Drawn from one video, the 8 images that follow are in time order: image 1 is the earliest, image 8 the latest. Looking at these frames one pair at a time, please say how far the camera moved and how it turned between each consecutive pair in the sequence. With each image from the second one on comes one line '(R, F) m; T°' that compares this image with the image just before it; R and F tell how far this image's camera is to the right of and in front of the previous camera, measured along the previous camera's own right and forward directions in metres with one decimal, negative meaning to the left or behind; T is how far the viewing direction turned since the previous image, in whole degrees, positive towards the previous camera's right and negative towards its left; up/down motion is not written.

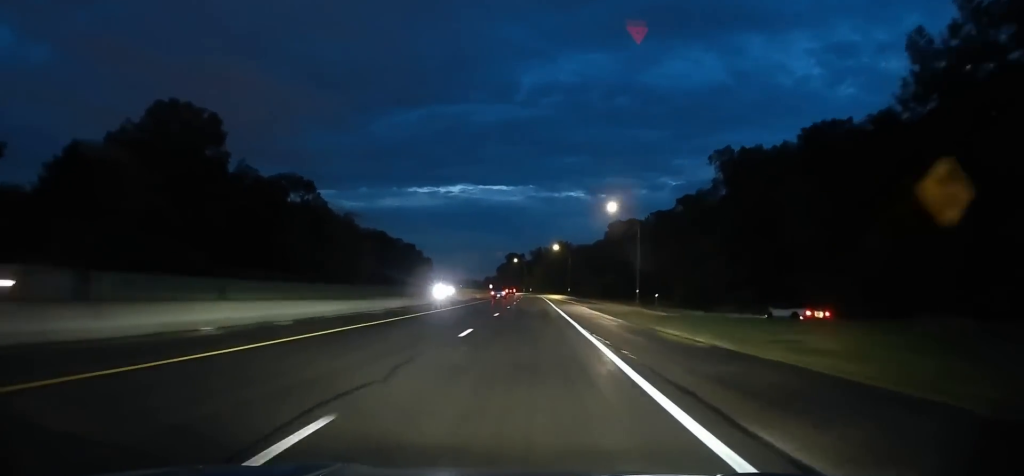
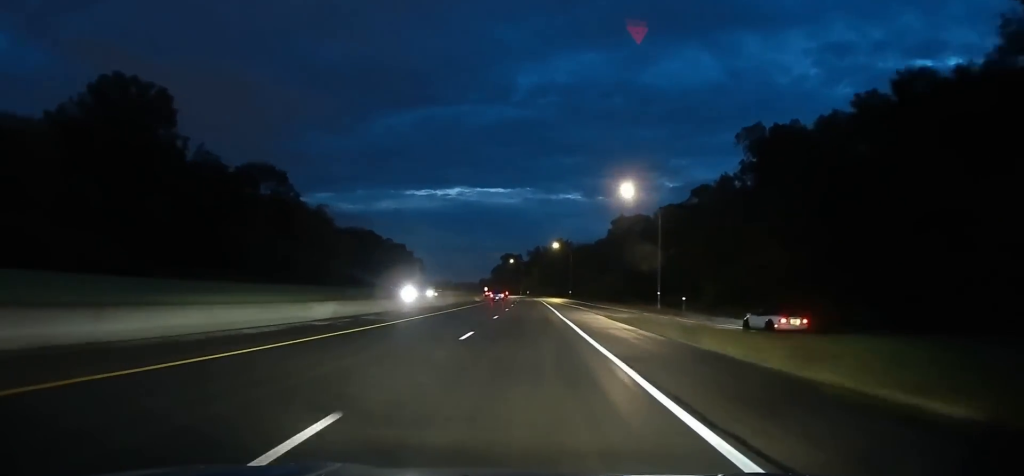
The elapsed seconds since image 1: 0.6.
(0.0, +15.1) m; 0°
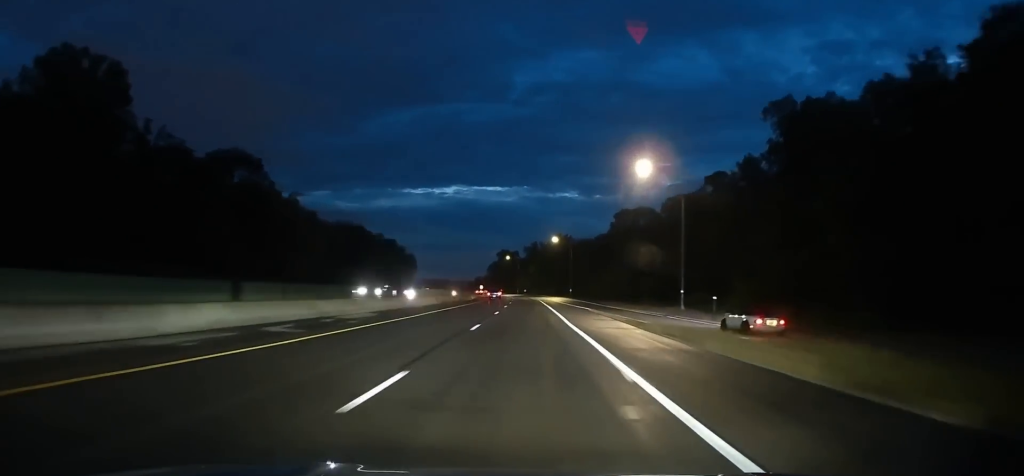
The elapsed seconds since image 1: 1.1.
(0.0, +11.7) m; 0°
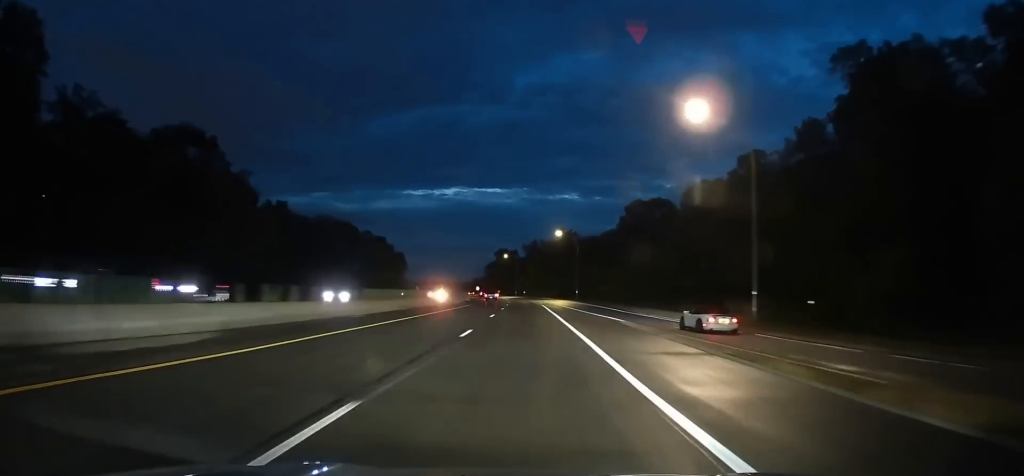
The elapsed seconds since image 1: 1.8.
(0.0, +19.0) m; 0°
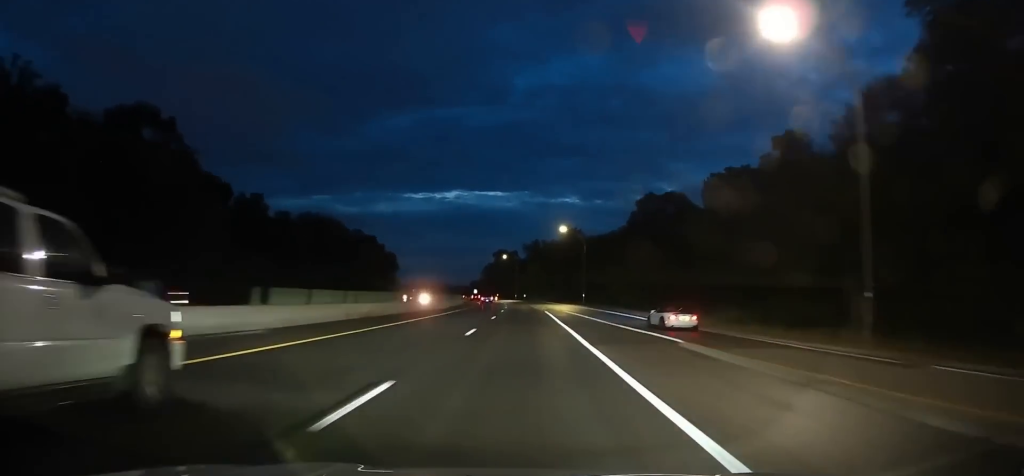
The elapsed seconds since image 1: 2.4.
(0.0, +13.4) m; 0°
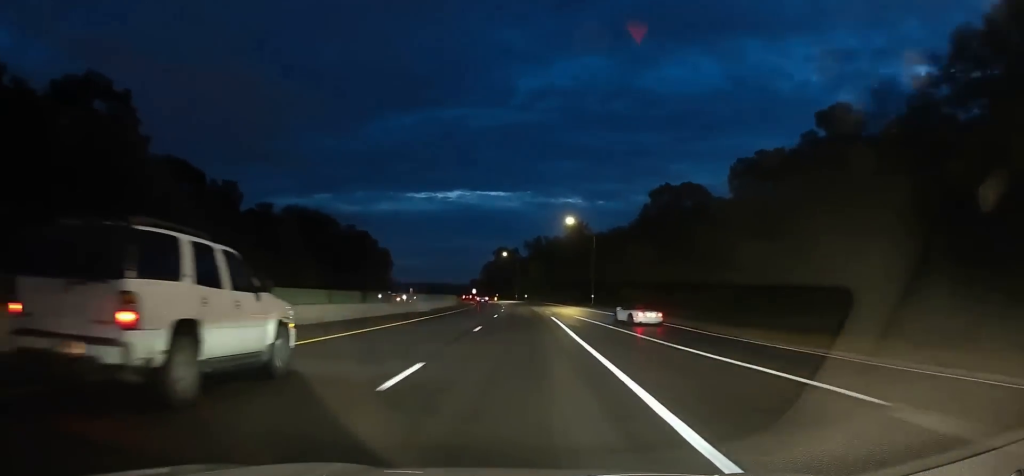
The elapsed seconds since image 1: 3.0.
(0.0, +13.1) m; 0°
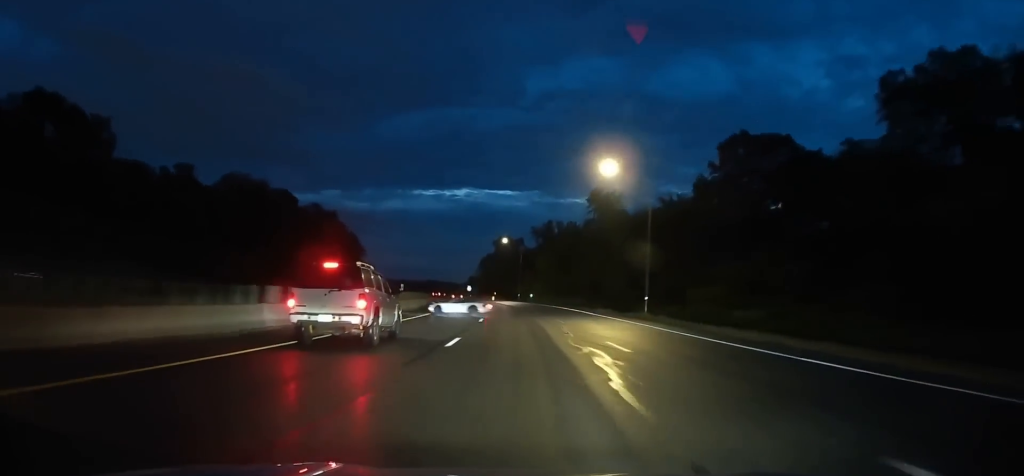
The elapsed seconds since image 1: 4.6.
(0.0, +36.4) m; 0°
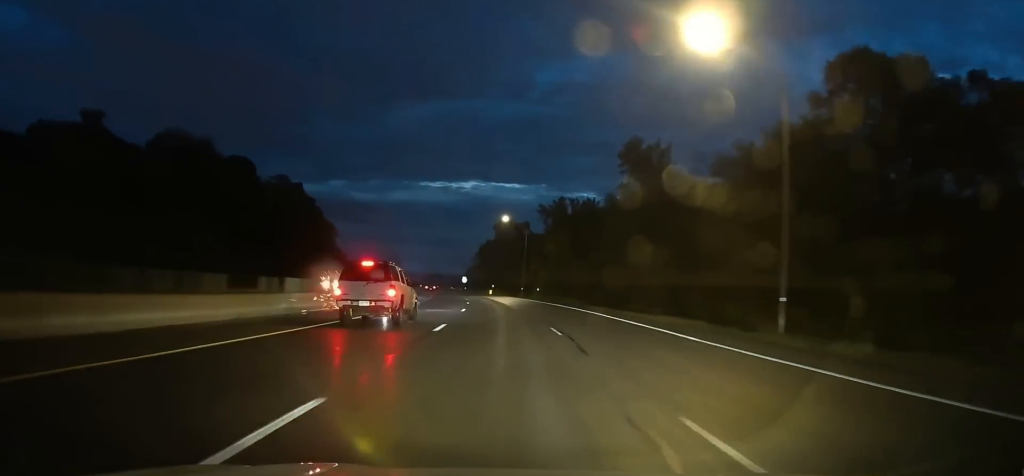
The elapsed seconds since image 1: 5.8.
(-0.1, +26.2) m; -1°
